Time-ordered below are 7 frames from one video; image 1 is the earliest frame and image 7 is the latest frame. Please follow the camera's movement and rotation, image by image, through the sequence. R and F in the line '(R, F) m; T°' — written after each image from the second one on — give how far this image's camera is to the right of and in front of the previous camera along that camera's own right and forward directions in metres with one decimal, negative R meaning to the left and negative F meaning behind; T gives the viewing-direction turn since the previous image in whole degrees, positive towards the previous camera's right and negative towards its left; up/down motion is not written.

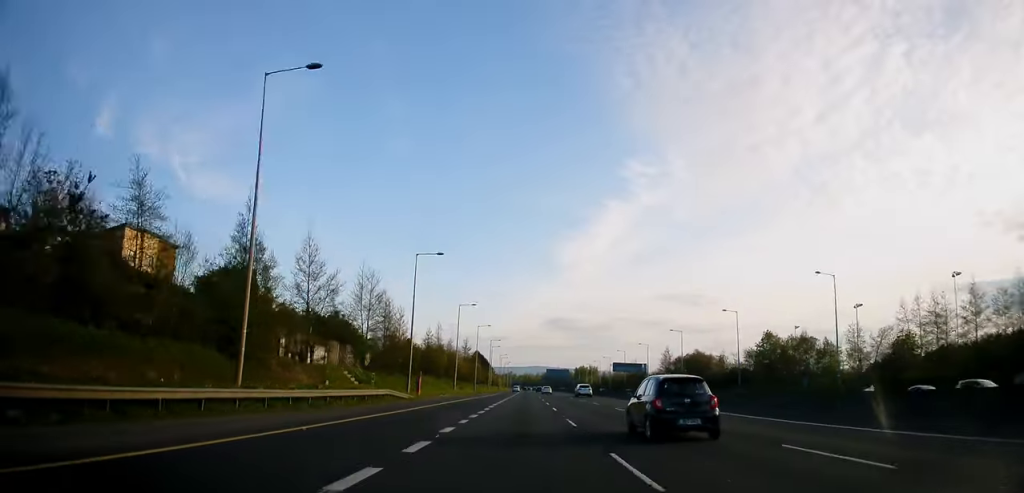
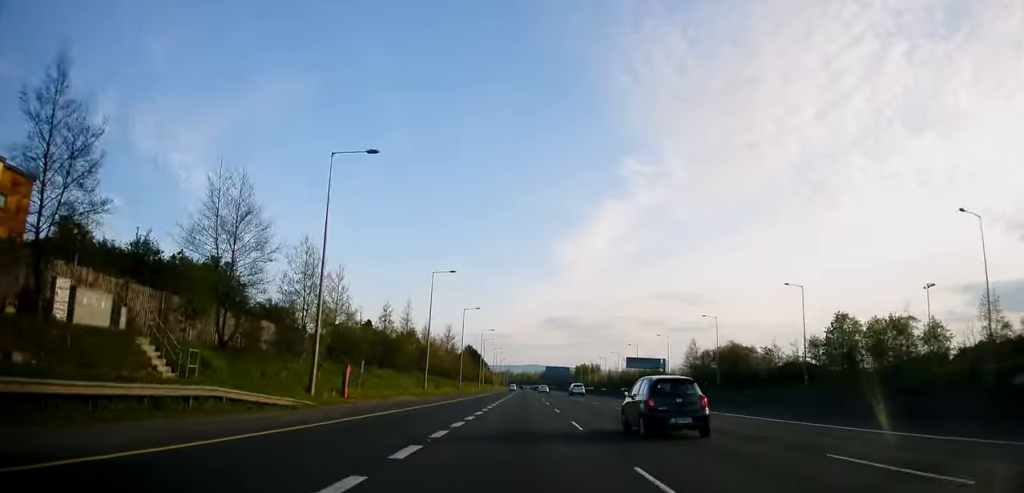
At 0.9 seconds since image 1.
(+0.3, +26.3) m; 0°
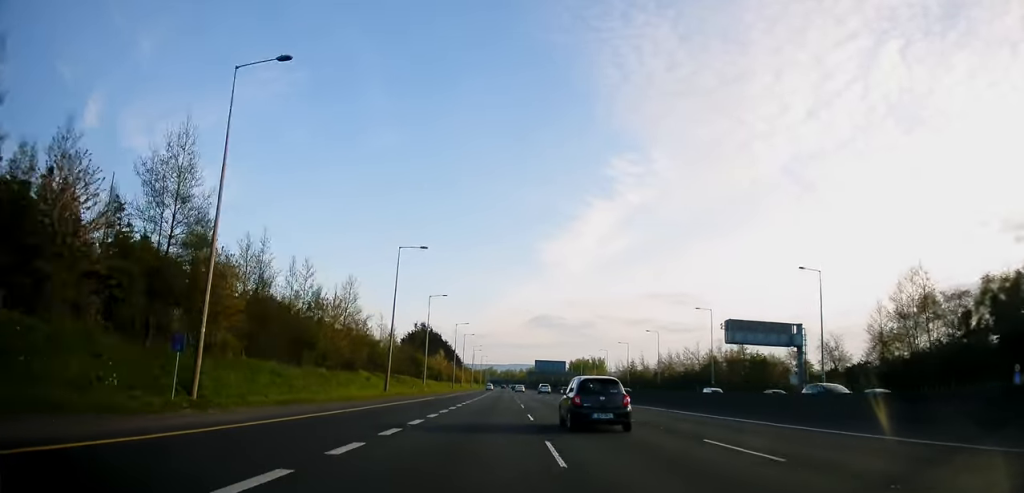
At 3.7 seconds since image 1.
(+0.3, +79.0) m; +1°
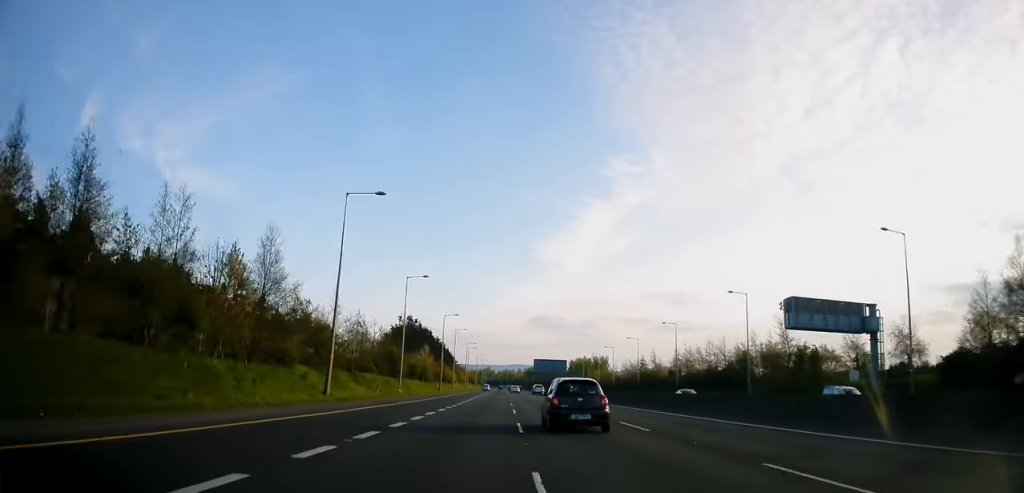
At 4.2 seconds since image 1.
(-0.1, +16.1) m; 0°
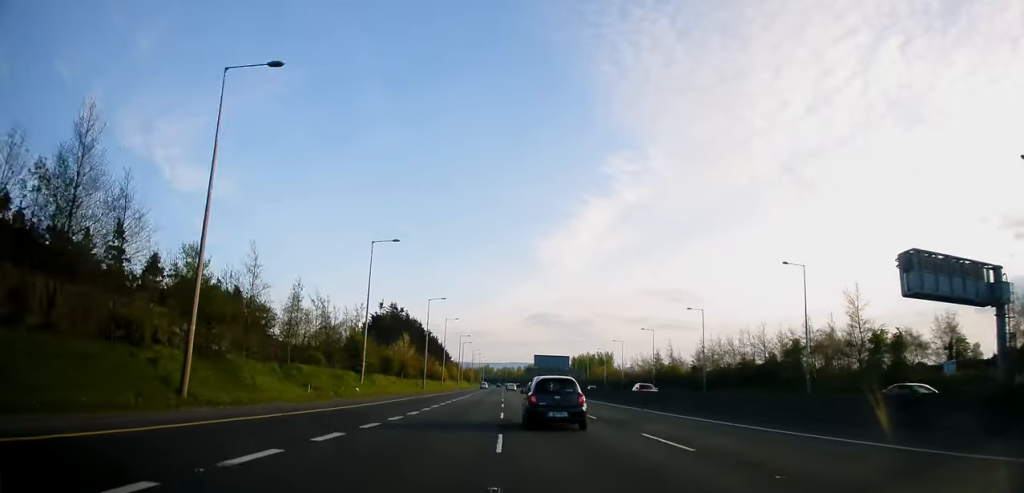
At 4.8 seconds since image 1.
(+0.2, +17.4) m; 0°
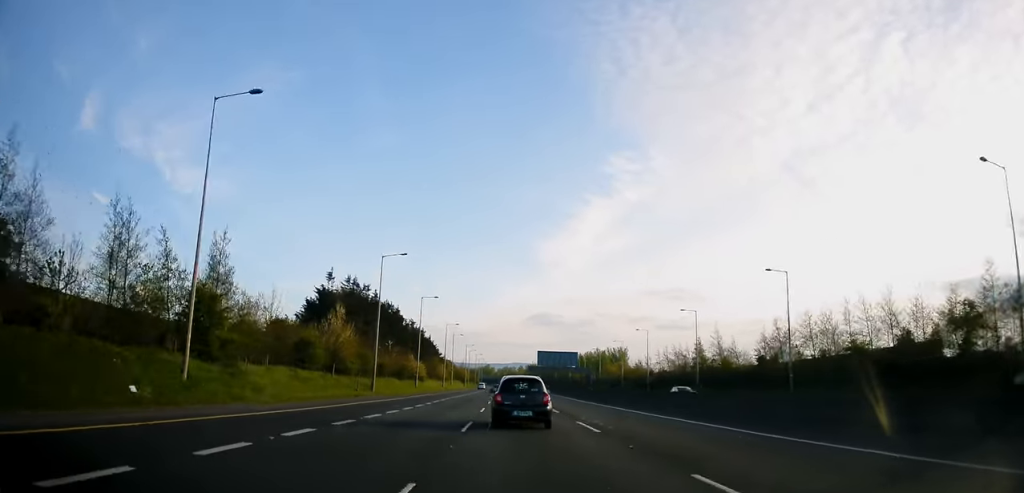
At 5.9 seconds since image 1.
(-0.2, +31.6) m; 0°
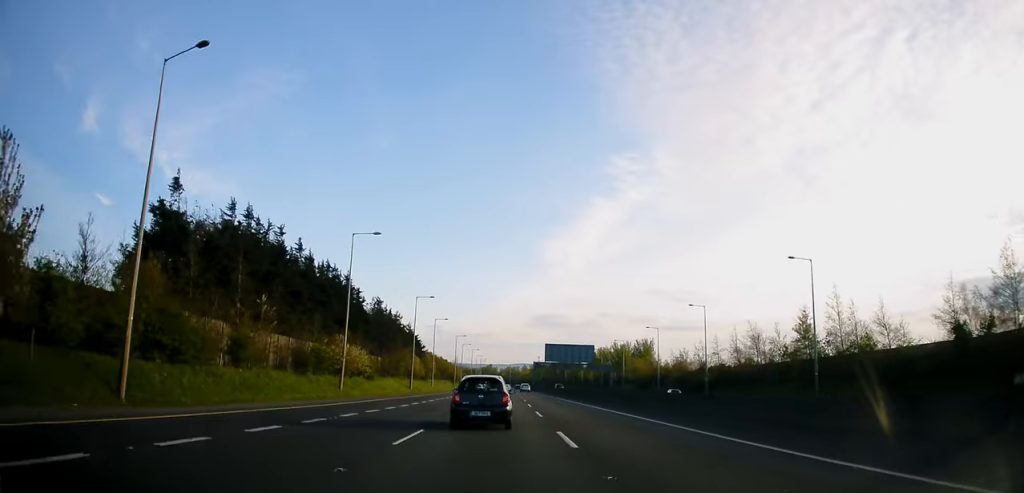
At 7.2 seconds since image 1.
(+0.2, +39.3) m; 0°
